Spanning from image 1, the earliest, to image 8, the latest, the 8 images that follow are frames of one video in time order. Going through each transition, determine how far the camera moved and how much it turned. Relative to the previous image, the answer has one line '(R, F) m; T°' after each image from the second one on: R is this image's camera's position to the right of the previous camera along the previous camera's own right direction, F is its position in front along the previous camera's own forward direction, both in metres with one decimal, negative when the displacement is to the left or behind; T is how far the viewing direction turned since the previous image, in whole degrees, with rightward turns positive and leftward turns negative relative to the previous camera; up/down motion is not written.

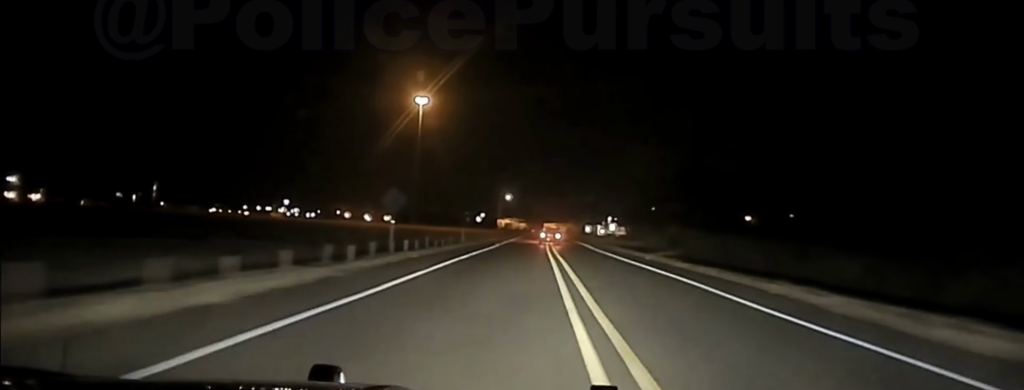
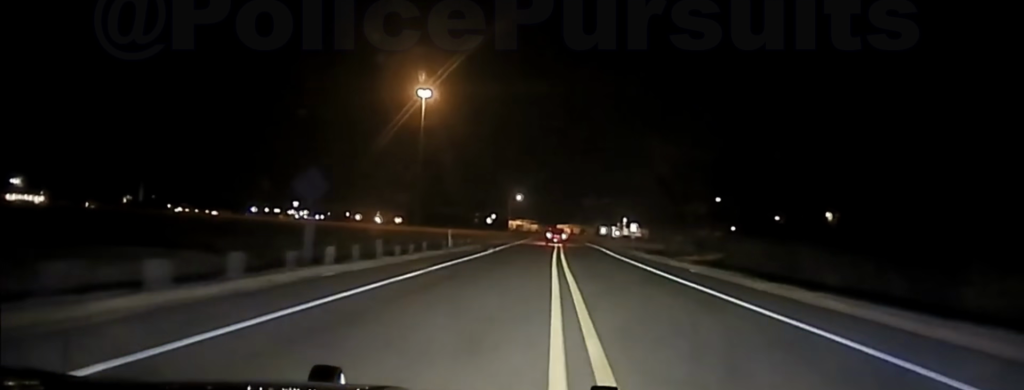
(0.0, +16.7) m; -1°
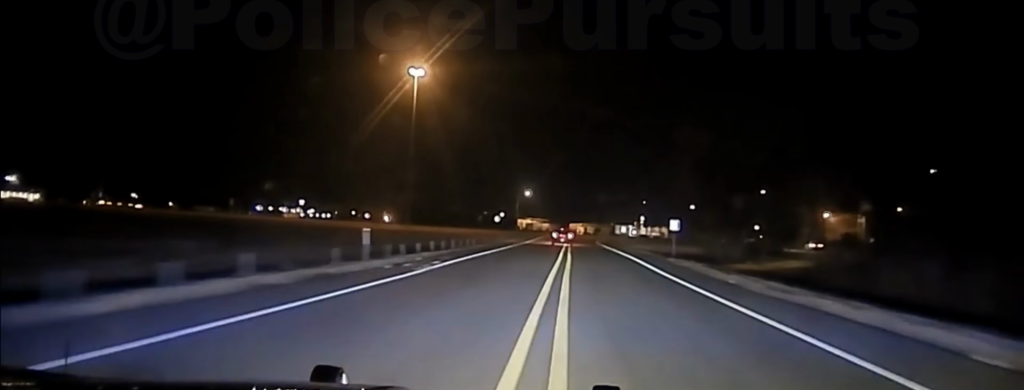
(-0.3, +23.6) m; 0°
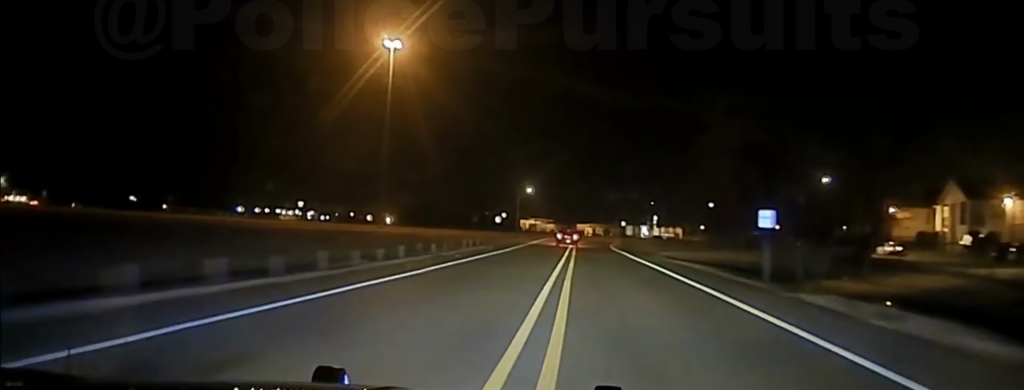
(-0.1, +25.2) m; 0°
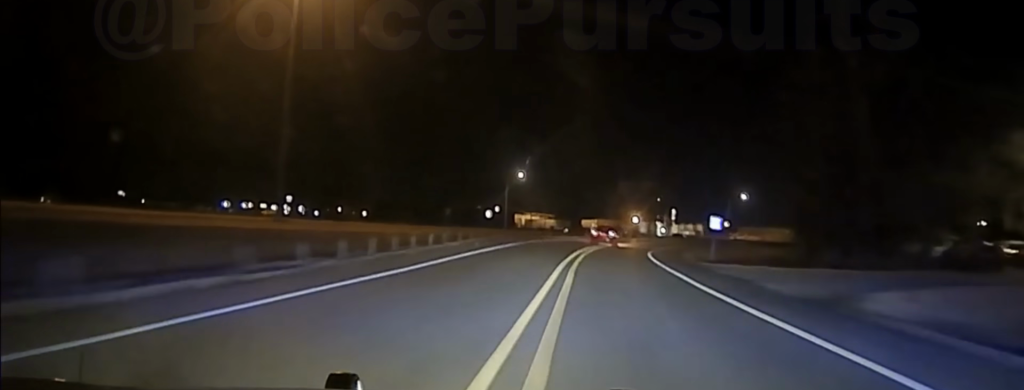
(+0.1, +47.3) m; +2°
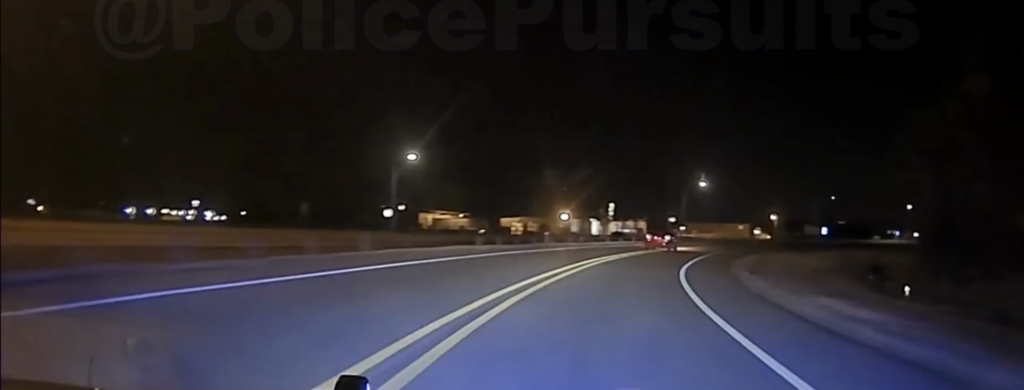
(+2.0, +49.0) m; +7°
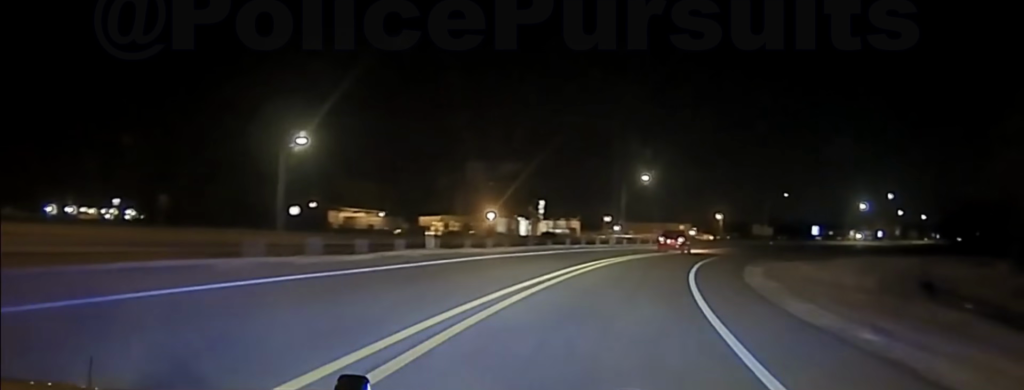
(+1.4, +23.9) m; +6°
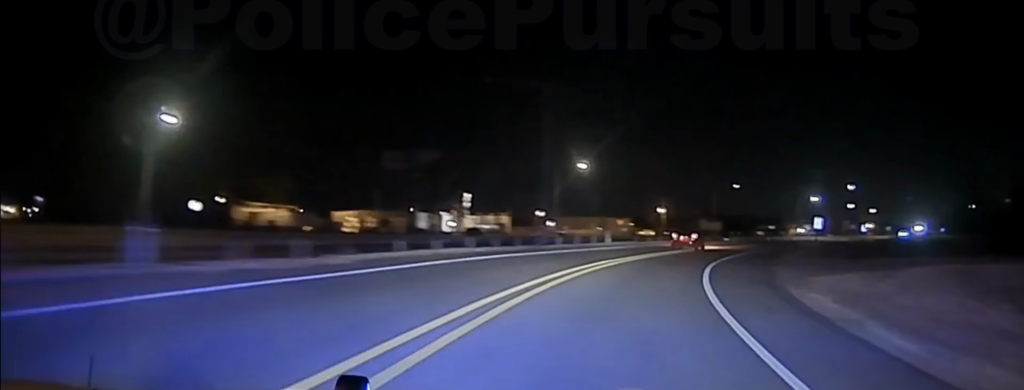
(+0.9, +21.5) m; +6°
